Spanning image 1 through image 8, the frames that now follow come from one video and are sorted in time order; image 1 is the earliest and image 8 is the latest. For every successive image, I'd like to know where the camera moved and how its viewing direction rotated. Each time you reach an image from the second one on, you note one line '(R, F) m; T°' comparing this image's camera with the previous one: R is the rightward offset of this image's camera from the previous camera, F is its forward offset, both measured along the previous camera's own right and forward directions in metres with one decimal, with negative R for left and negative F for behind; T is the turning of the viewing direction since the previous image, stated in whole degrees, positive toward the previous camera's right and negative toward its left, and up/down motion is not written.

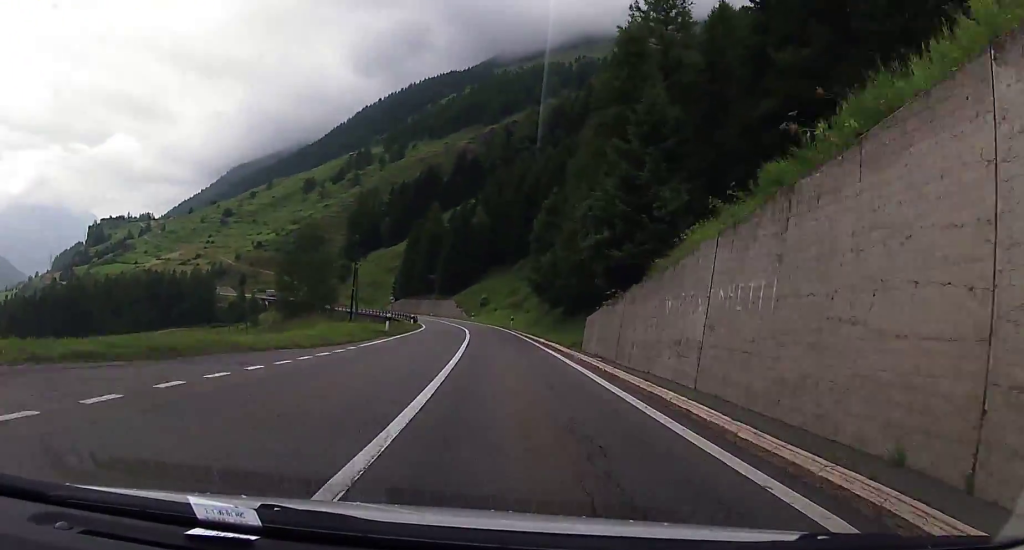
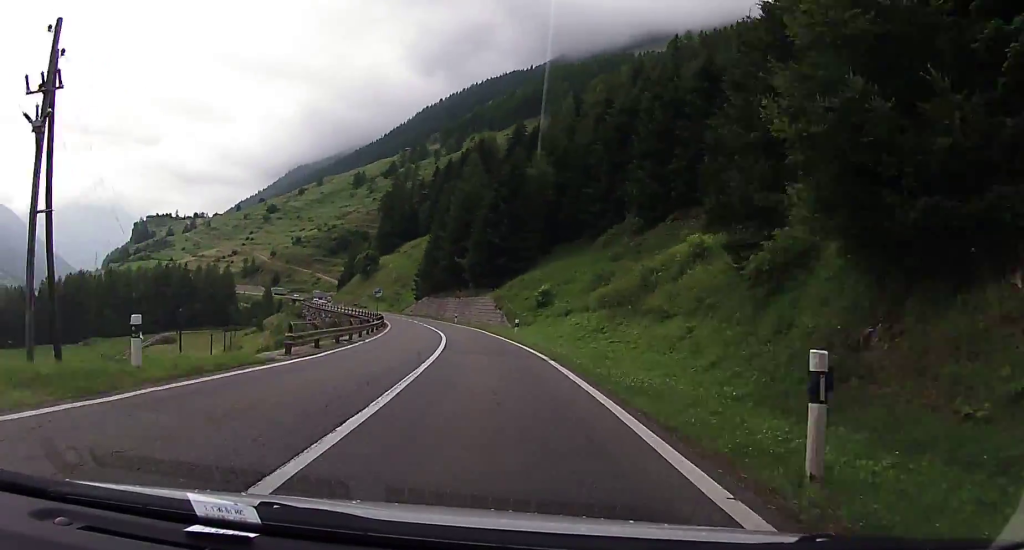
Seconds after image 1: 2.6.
(+18.0, +45.0) m; +20°
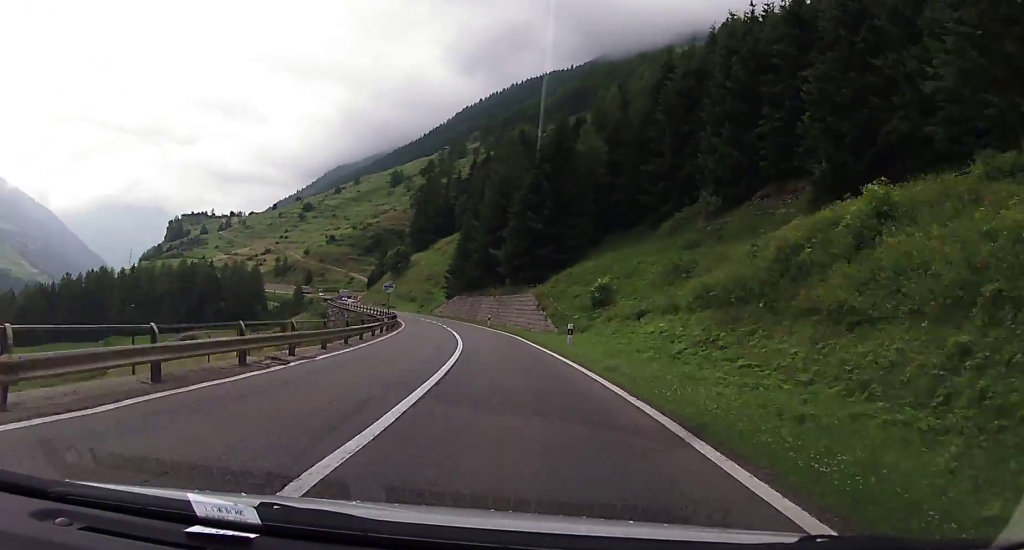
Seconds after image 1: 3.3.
(-0.3, +12.4) m; -3°
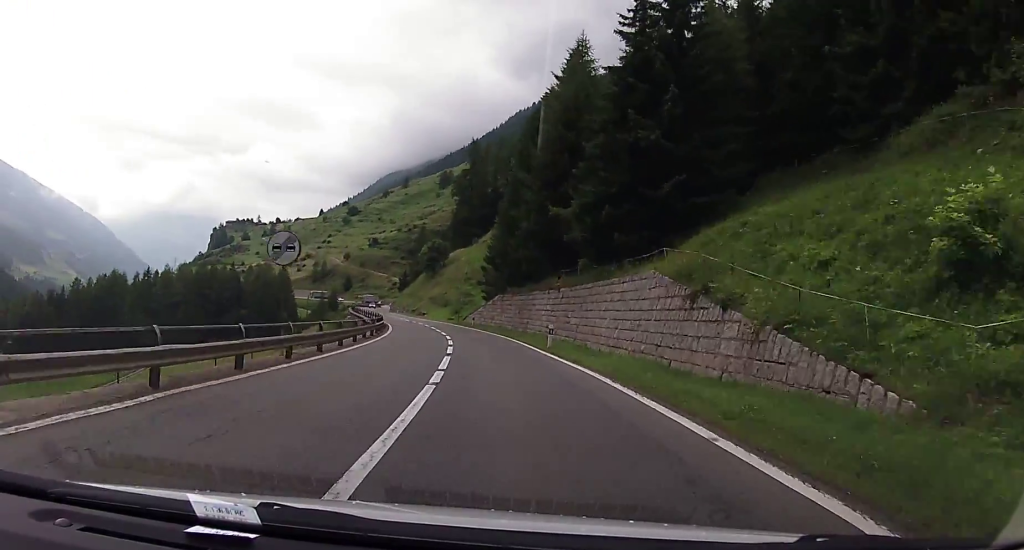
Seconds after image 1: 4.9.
(-1.2, +29.6) m; -5°
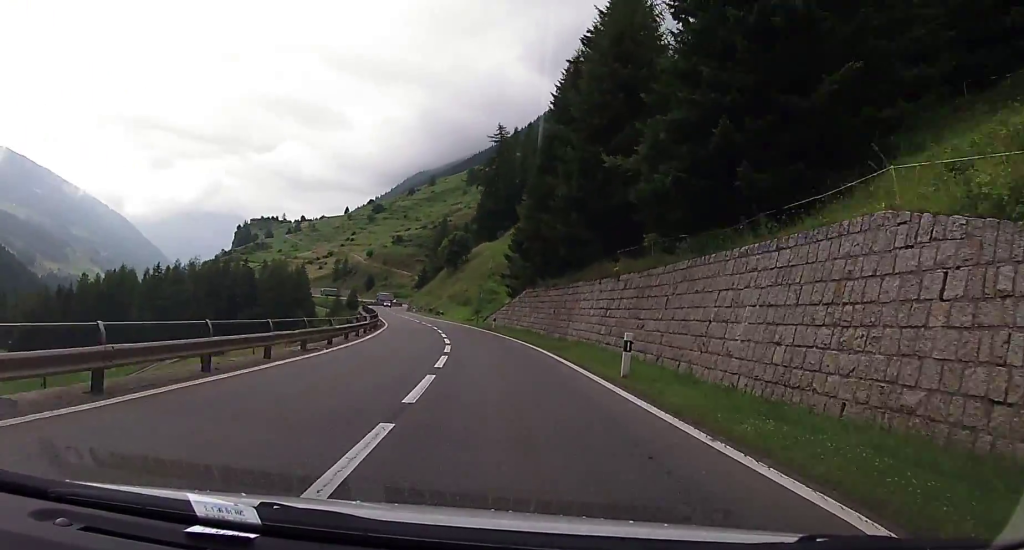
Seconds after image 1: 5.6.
(-0.2, +11.8) m; -2°
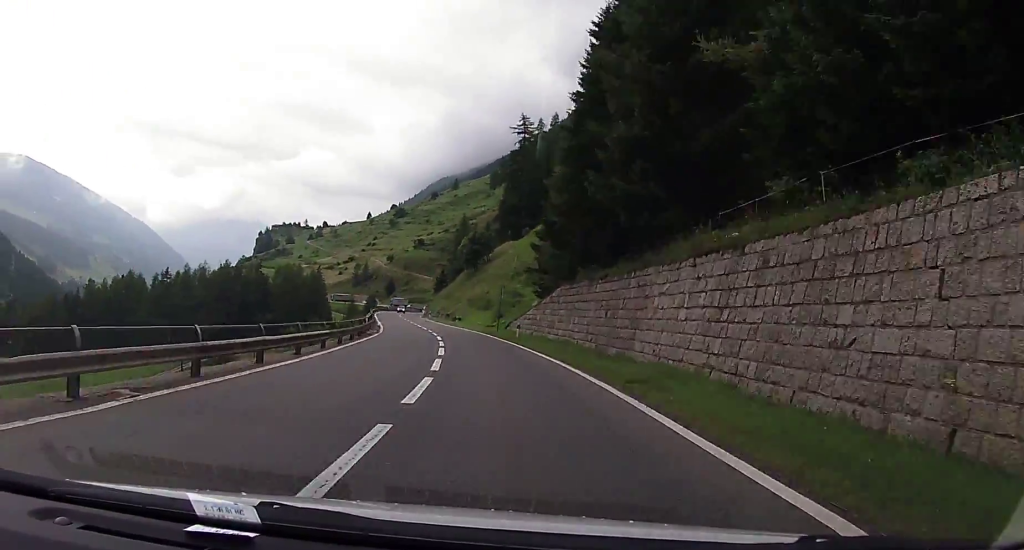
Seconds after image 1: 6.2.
(-0.1, +10.5) m; -2°
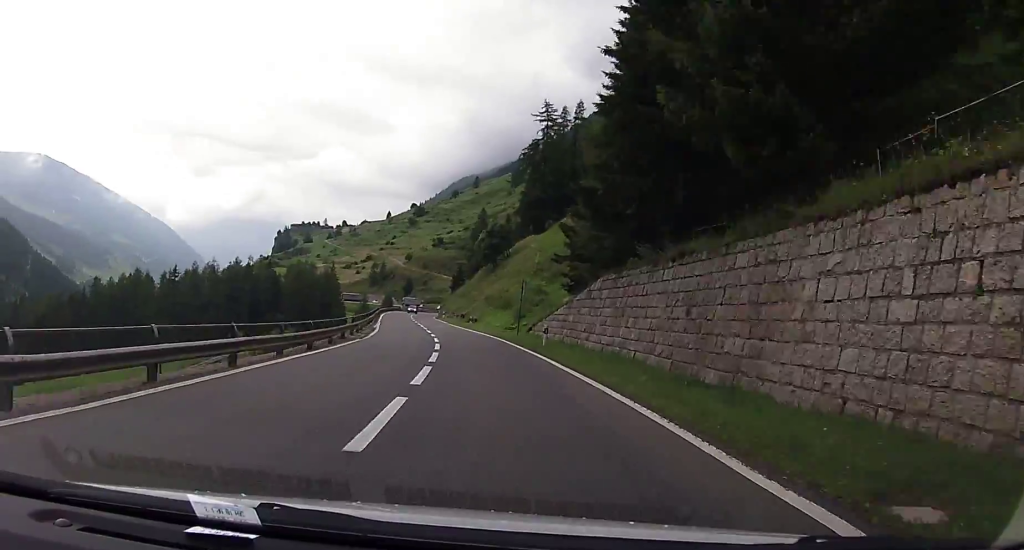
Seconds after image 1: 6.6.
(-0.2, +8.2) m; -1°
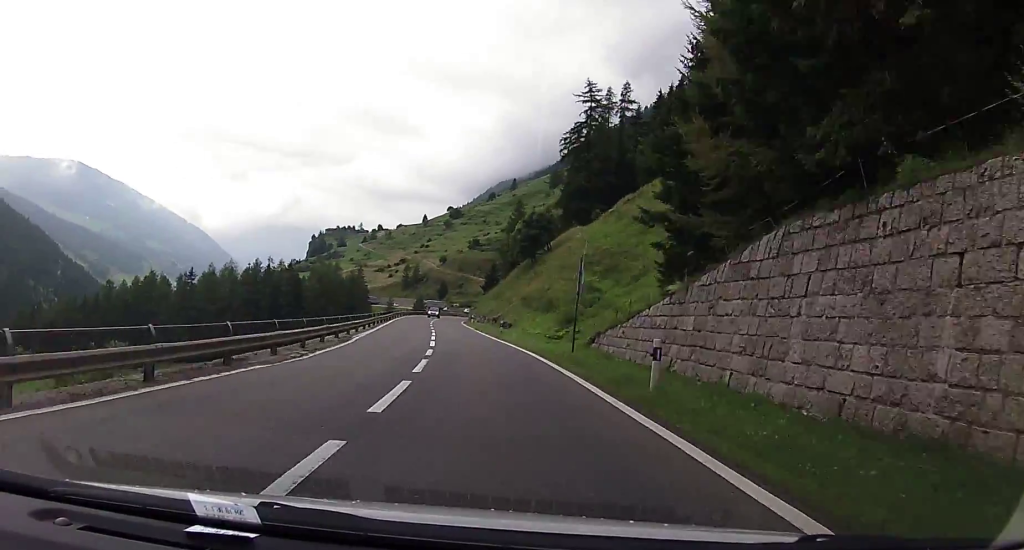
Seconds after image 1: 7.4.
(-0.3, +14.3) m; -3°
